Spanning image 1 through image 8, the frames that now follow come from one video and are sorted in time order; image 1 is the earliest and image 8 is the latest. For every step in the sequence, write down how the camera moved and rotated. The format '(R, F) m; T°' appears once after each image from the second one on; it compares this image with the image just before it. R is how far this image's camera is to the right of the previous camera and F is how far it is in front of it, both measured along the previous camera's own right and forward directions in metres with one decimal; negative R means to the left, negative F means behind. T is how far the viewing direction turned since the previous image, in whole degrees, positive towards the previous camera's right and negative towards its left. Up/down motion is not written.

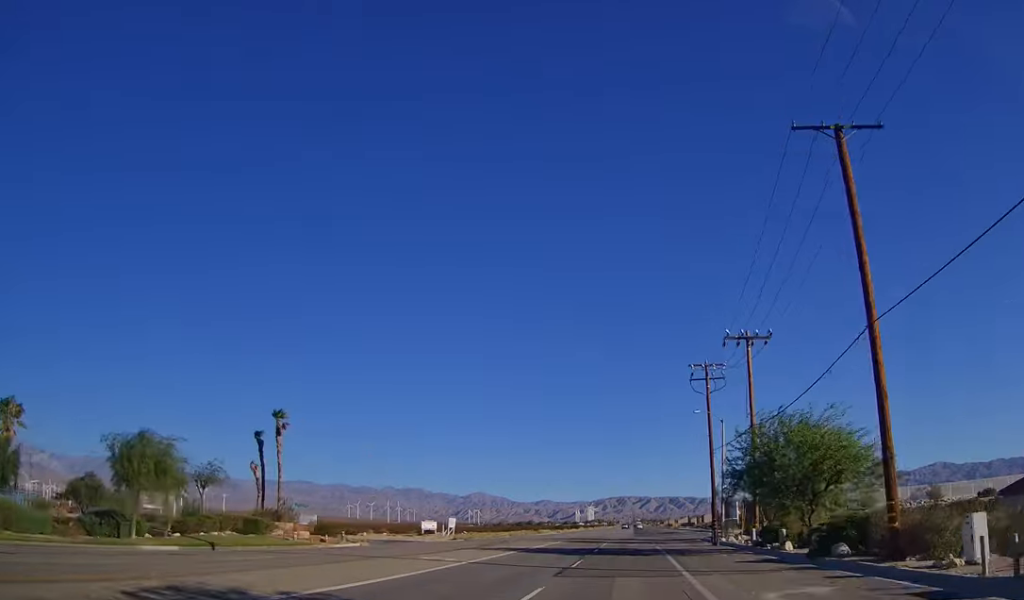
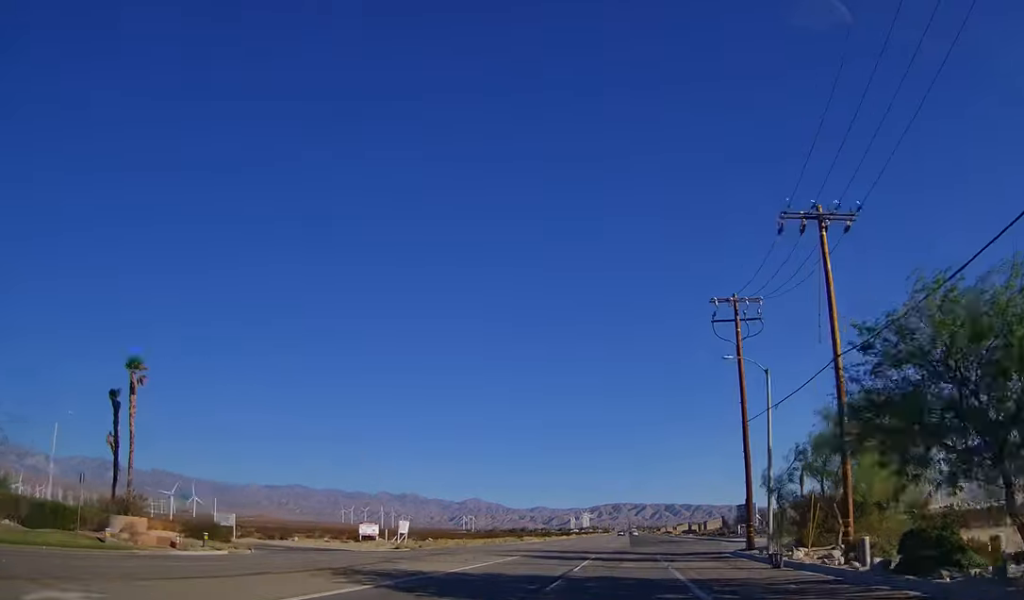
(0.0, +17.6) m; 0°
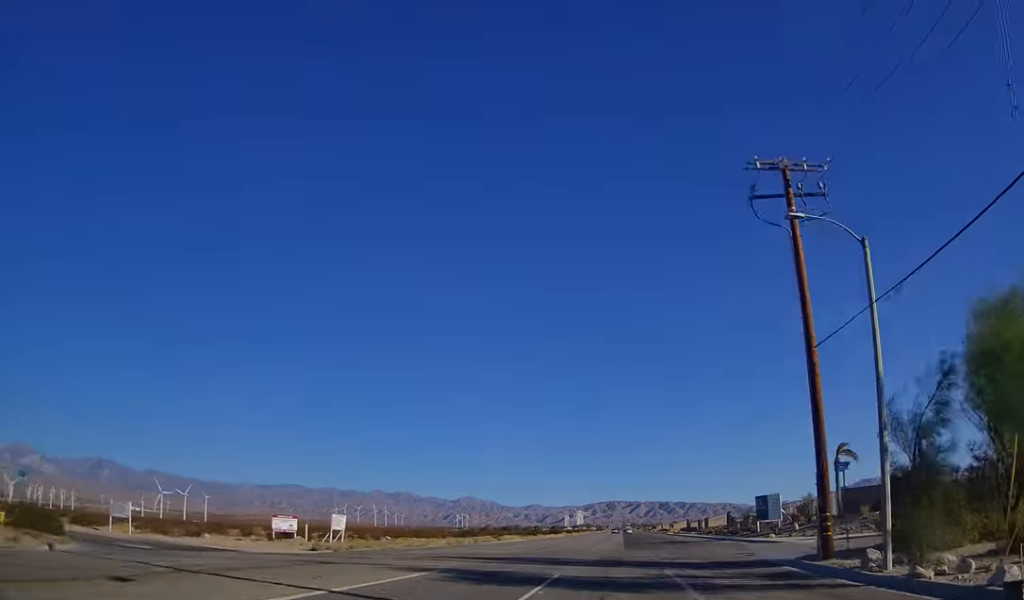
(0.0, +15.3) m; 0°
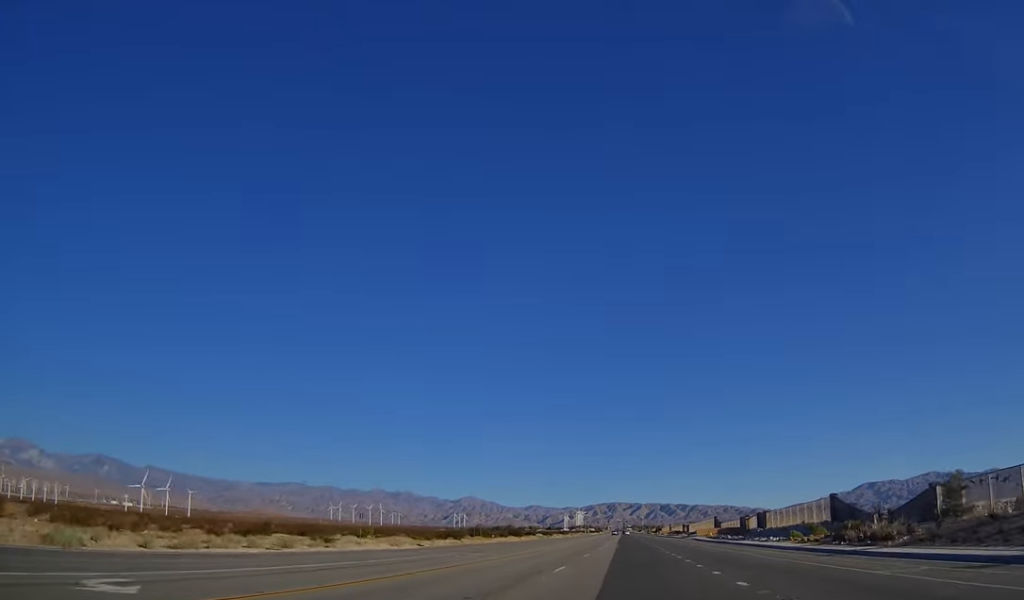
(+0.6, +69.5) m; +1°
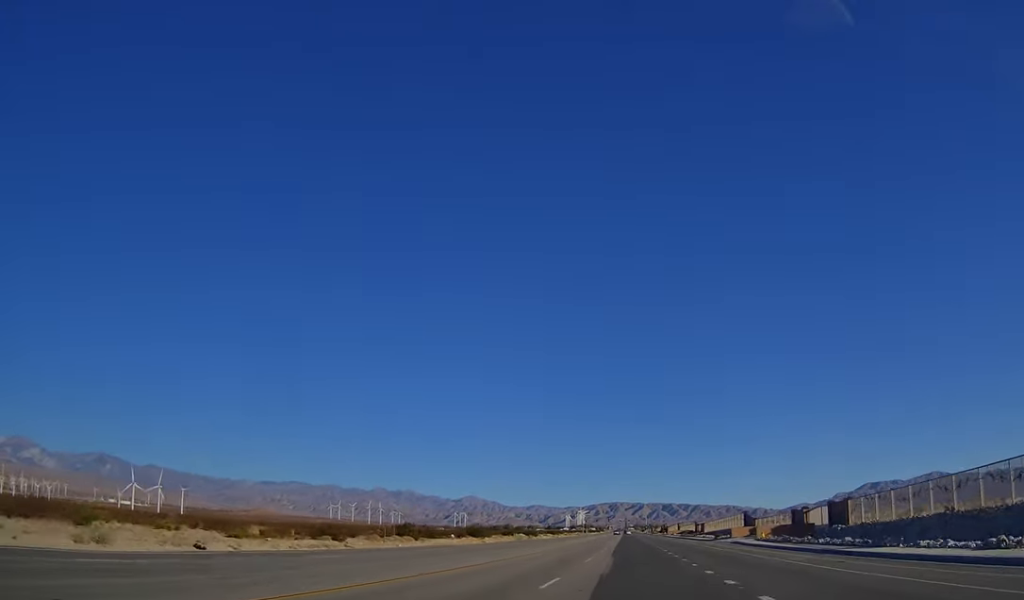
(+0.4, +34.8) m; 0°
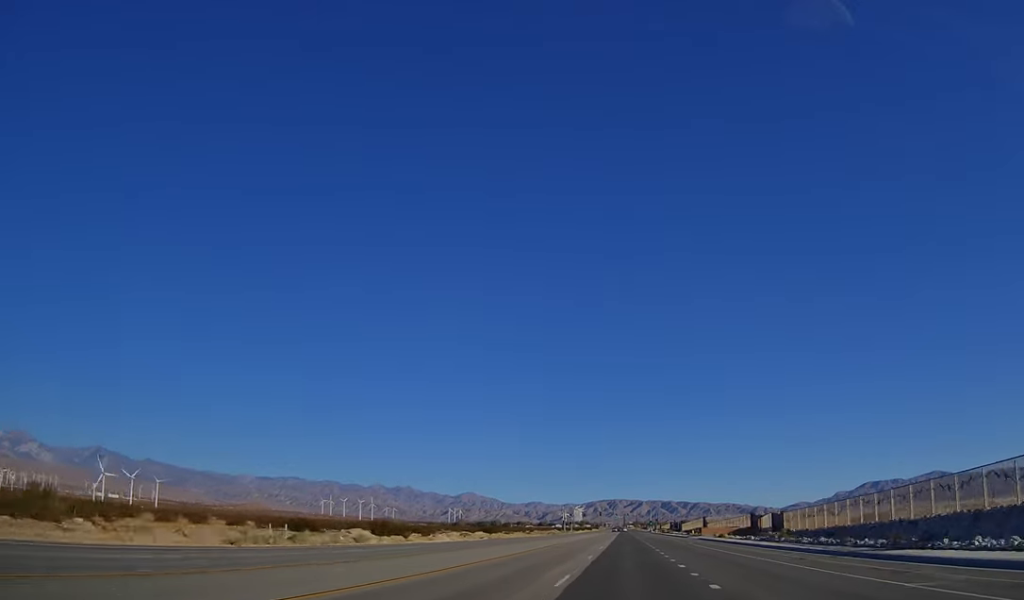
(-1.1, +87.2) m; -1°
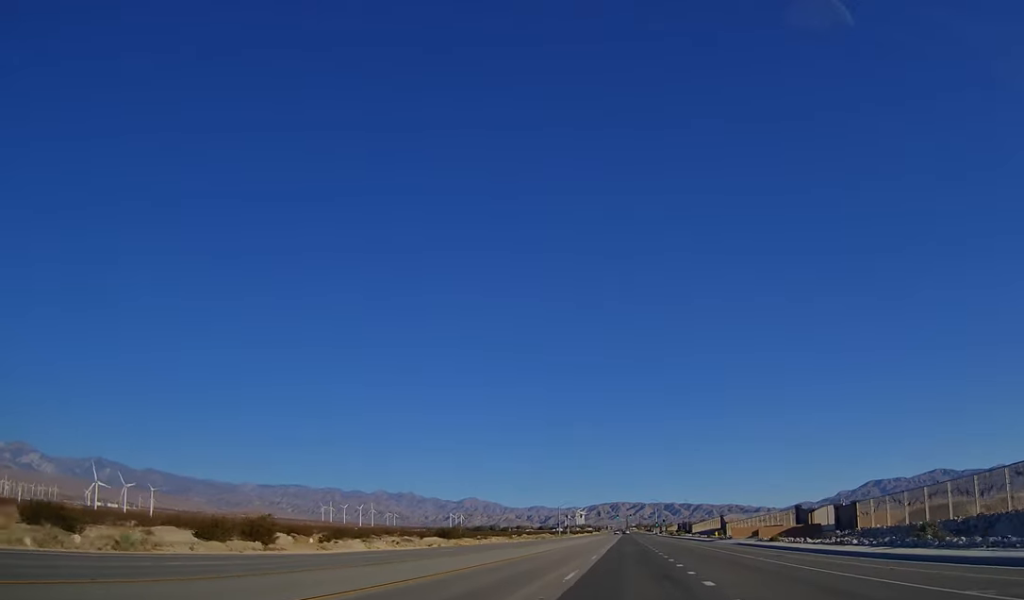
(0.0, +26.0) m; 0°
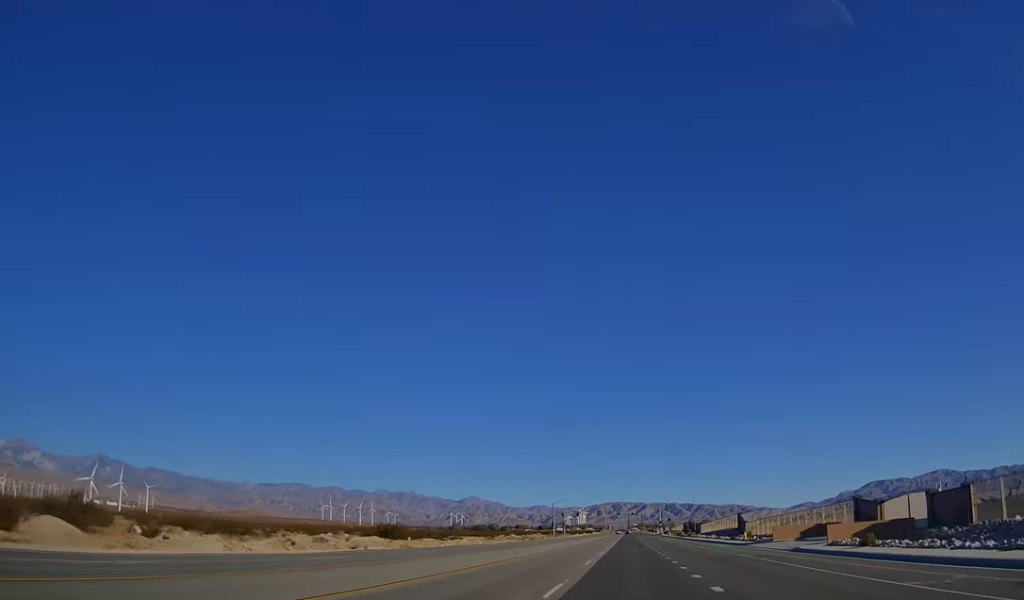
(-0.1, +19.7) m; 0°
